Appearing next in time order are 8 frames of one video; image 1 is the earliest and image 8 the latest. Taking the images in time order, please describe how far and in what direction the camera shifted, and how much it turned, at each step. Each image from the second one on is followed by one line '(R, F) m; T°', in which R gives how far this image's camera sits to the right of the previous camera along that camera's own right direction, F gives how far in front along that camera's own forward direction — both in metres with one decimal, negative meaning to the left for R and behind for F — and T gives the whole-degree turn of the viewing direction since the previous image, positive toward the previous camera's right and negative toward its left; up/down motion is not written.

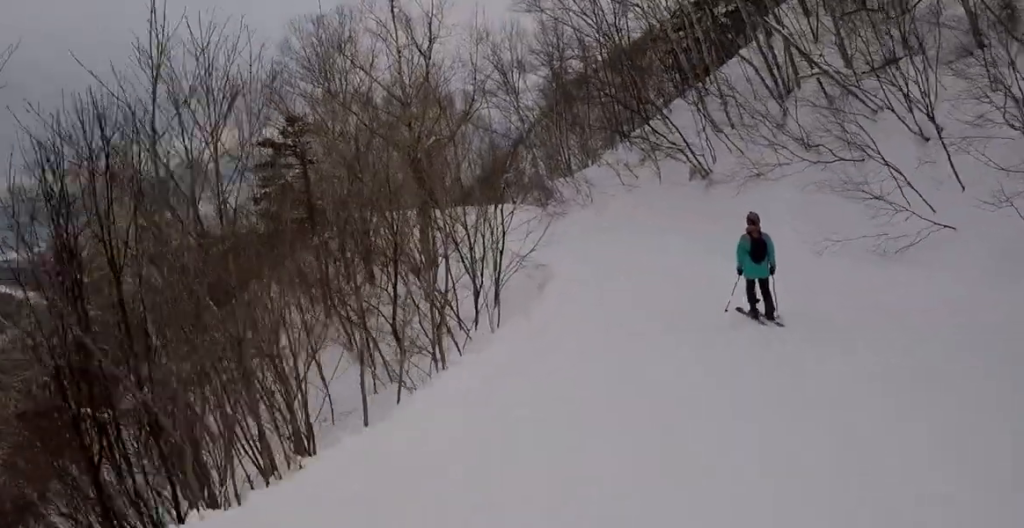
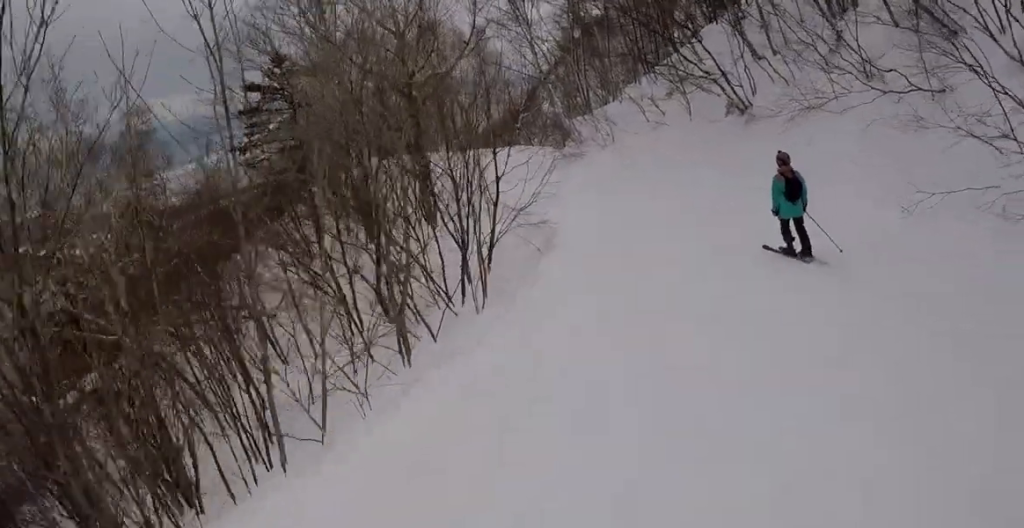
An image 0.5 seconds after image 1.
(+0.7, +3.8) m; -1°
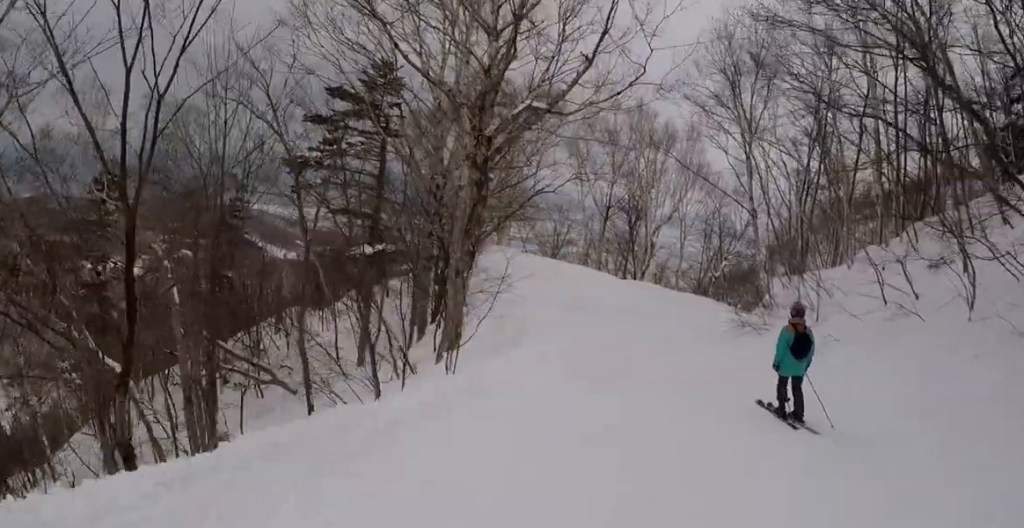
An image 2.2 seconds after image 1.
(-2.8, +14.0) m; -12°
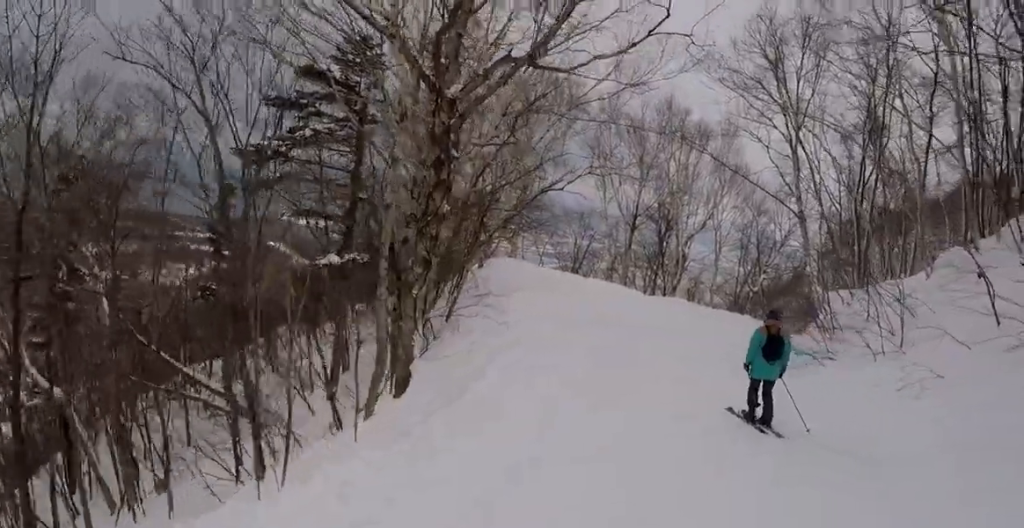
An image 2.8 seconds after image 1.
(-0.2, +5.4) m; -5°
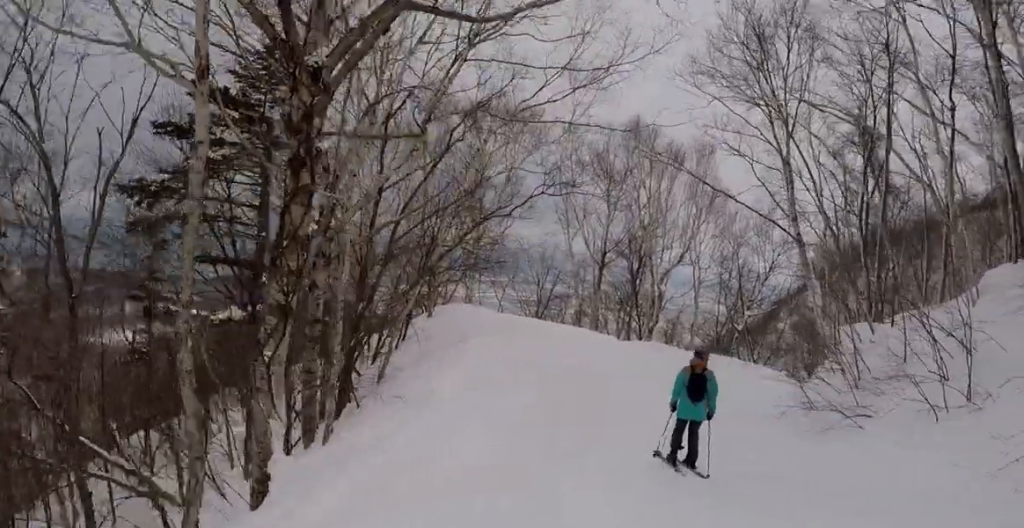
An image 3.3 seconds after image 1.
(-0.2, +4.4) m; -6°
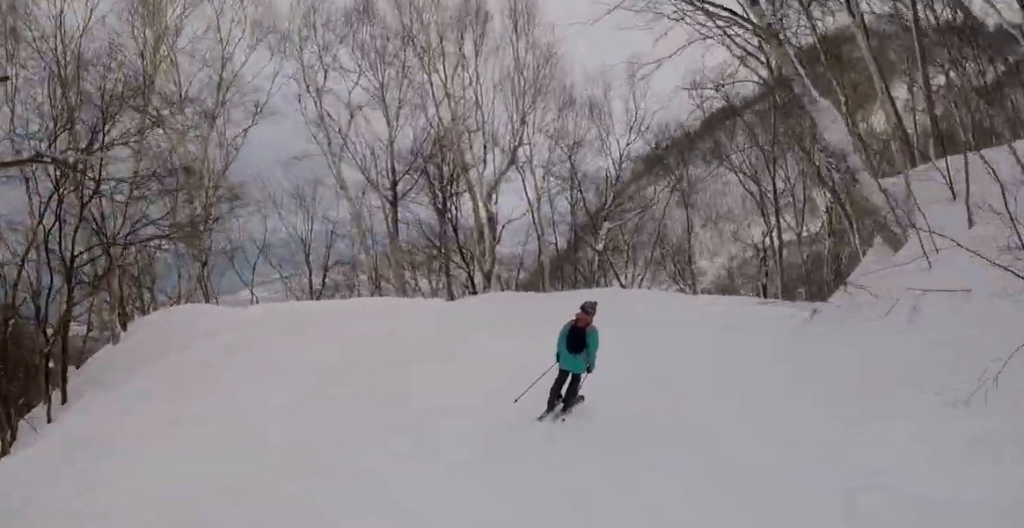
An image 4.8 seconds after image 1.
(+1.0, +12.4) m; +26°
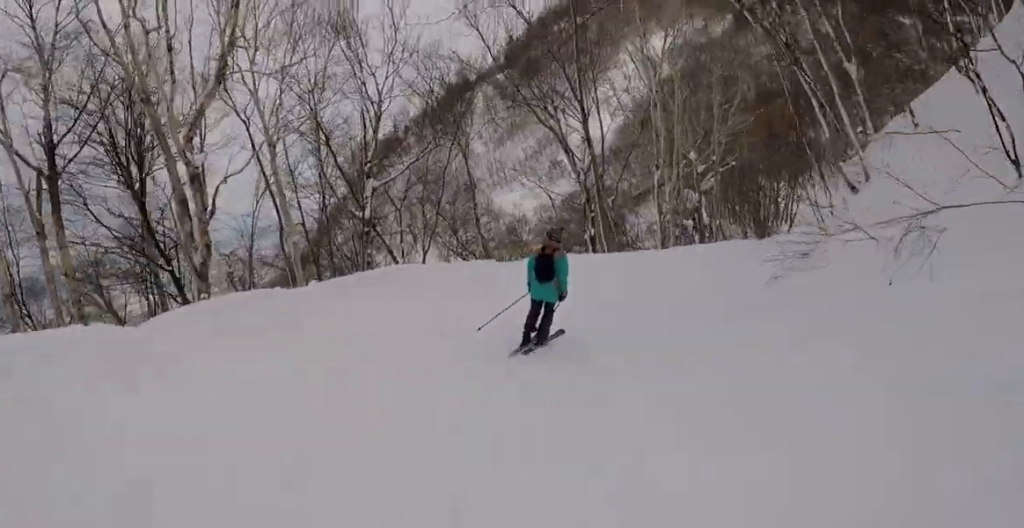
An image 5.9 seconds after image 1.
(+2.5, +8.0) m; +25°
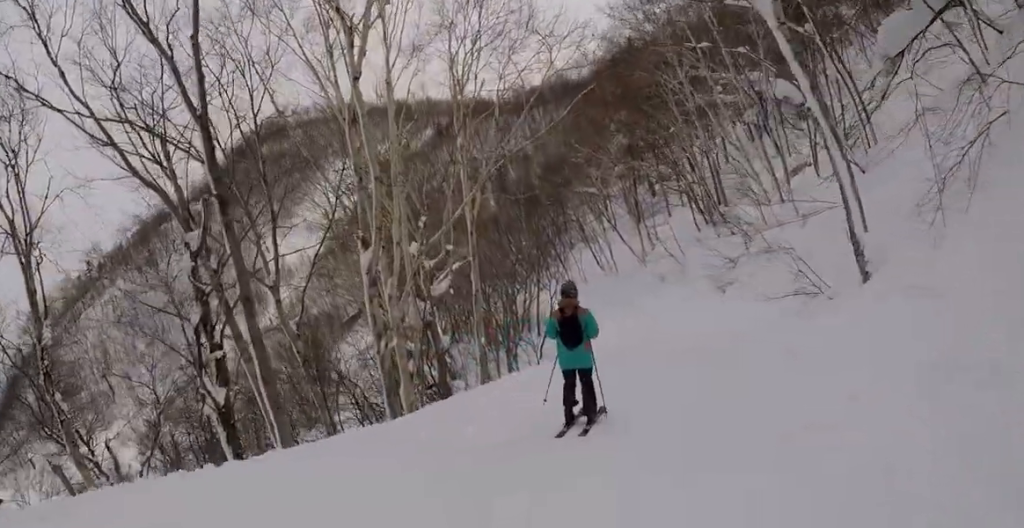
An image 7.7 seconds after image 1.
(+2.6, +13.2) m; +24°
